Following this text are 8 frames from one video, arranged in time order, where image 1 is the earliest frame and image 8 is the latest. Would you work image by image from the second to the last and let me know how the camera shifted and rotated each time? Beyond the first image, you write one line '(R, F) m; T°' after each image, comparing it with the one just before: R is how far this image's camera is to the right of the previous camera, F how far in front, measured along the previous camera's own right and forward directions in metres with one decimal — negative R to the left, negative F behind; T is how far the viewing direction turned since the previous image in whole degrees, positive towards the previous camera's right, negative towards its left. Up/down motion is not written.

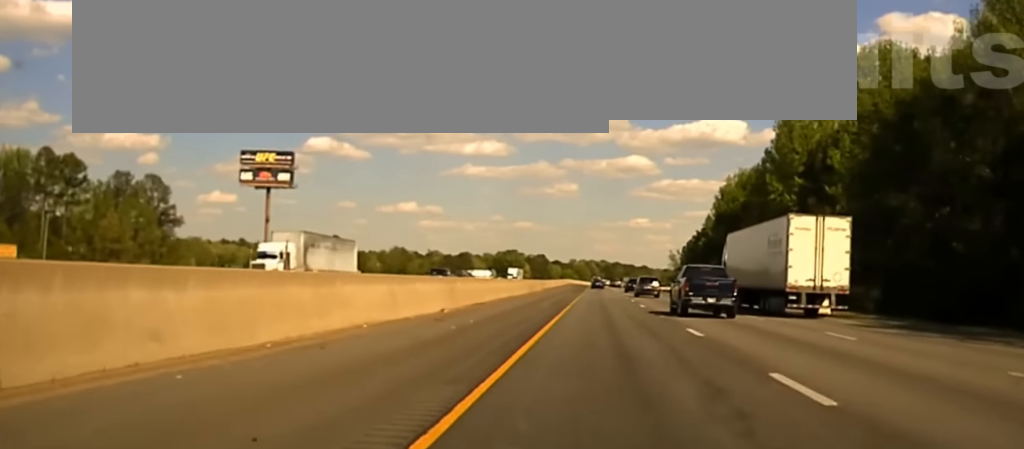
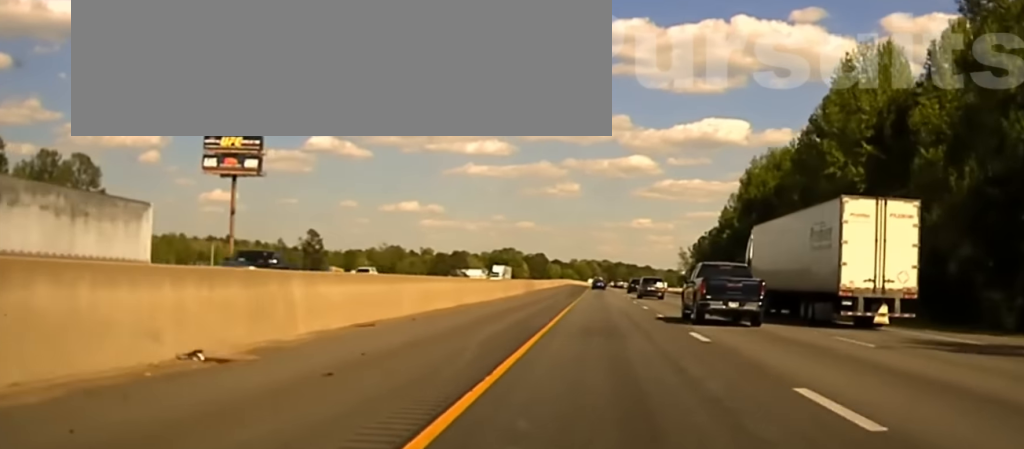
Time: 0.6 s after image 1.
(-0.1, +29.0) m; 0°
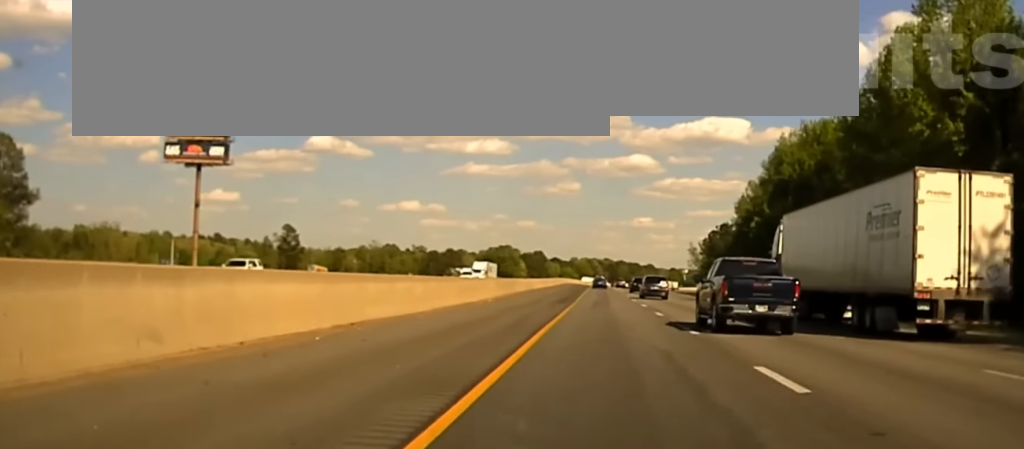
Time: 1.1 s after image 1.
(-0.2, +24.7) m; 0°
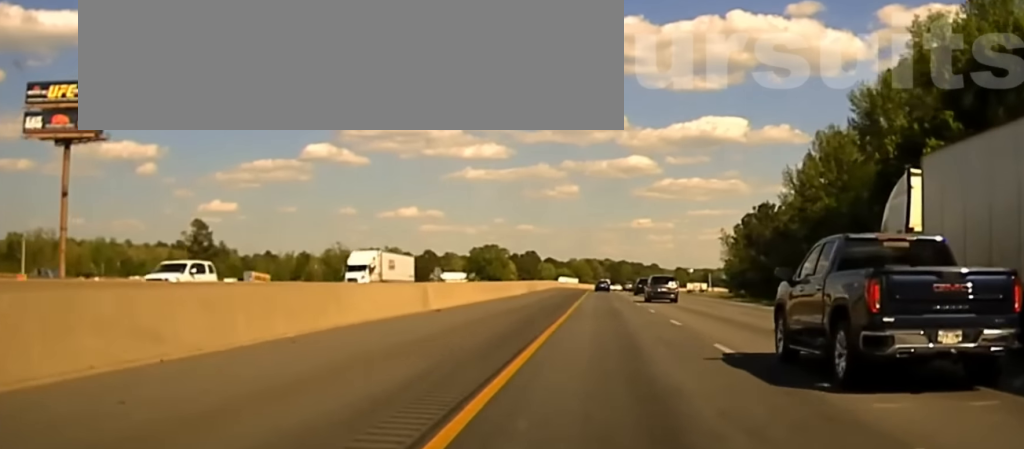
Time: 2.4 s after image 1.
(+0.5, +61.8) m; +1°
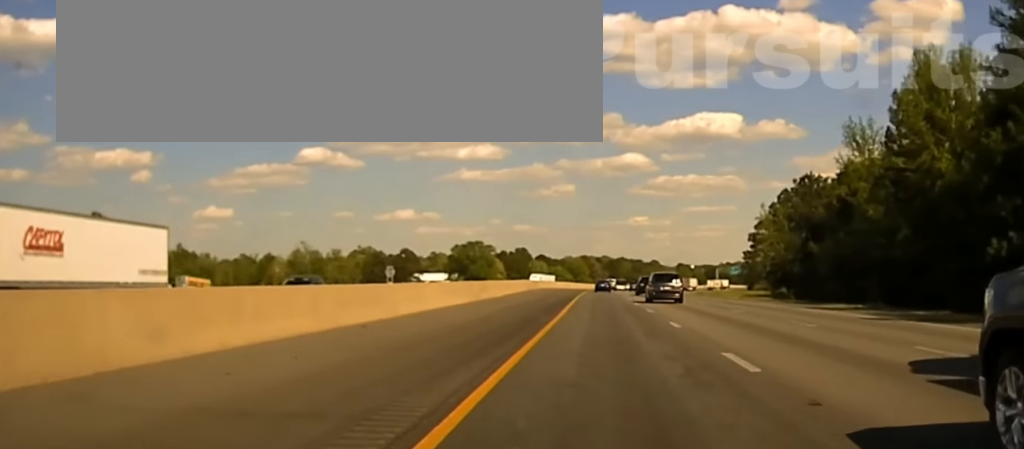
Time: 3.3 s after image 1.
(-0.2, +35.9) m; 0°
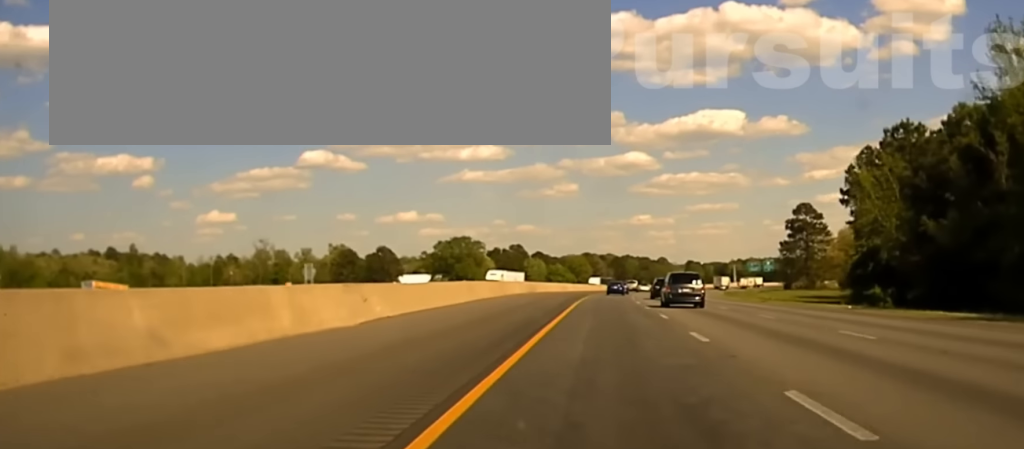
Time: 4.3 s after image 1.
(-0.2, +36.1) m; 0°
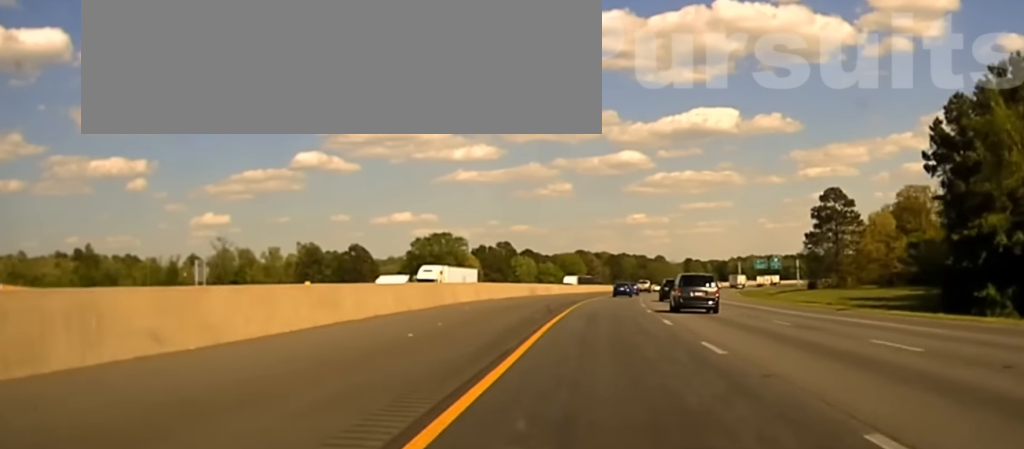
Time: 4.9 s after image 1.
(+0.2, +21.8) m; +1°
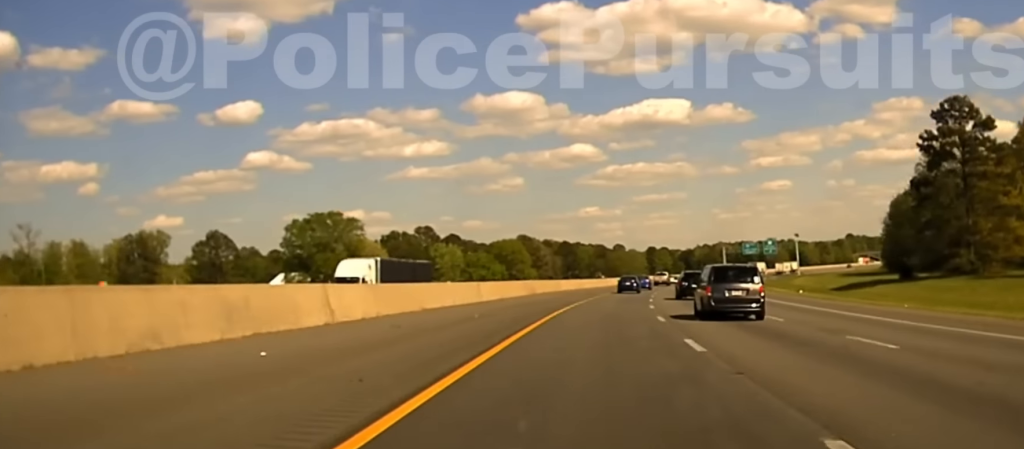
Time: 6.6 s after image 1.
(+2.1, +66.1) m; +4°
